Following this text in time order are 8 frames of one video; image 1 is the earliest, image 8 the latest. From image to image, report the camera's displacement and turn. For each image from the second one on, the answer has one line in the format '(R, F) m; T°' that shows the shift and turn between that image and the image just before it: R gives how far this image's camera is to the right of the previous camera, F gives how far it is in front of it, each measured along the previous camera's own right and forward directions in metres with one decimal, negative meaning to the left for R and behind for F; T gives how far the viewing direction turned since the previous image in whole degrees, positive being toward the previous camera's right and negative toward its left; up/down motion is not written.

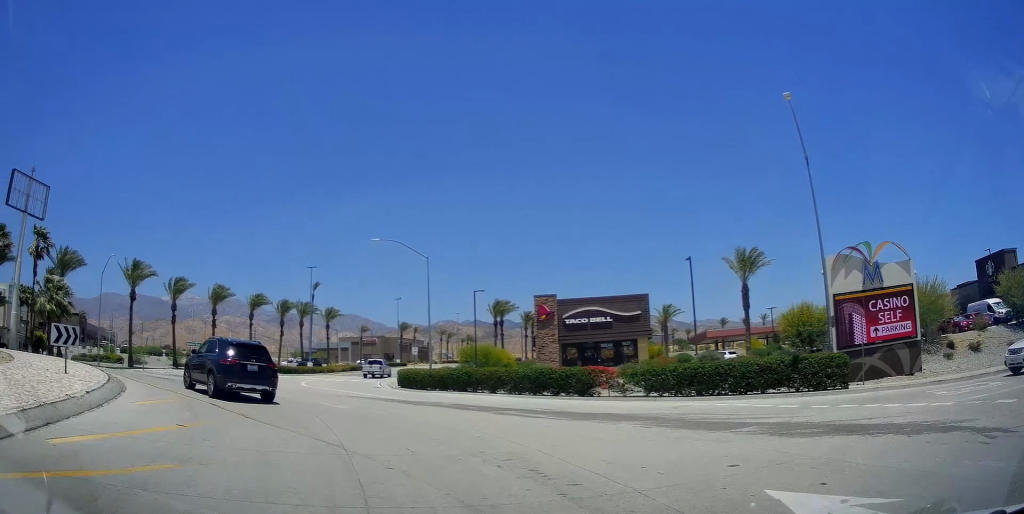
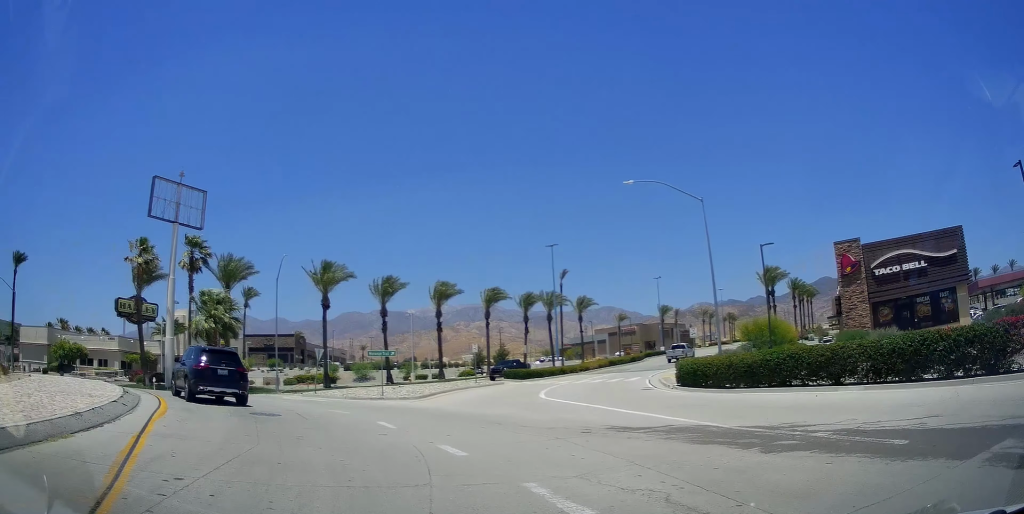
(-2.8, +12.2) m; -28°
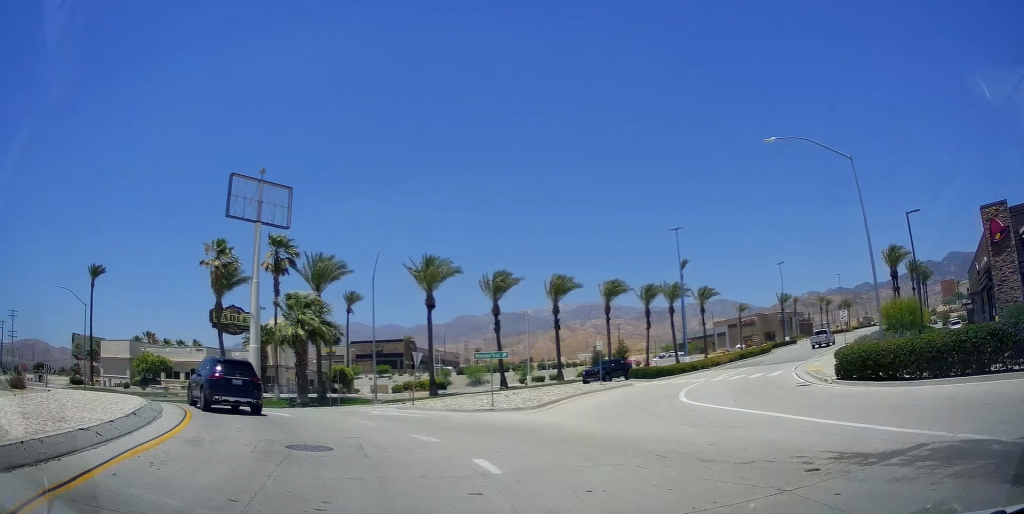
(-0.7, +5.1) m; -10°
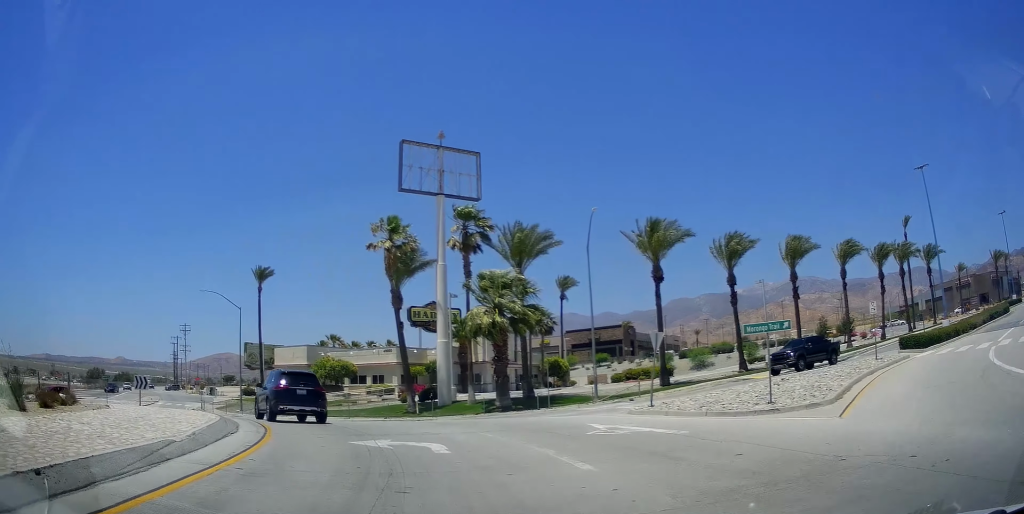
(-1.3, +9.0) m; -16°
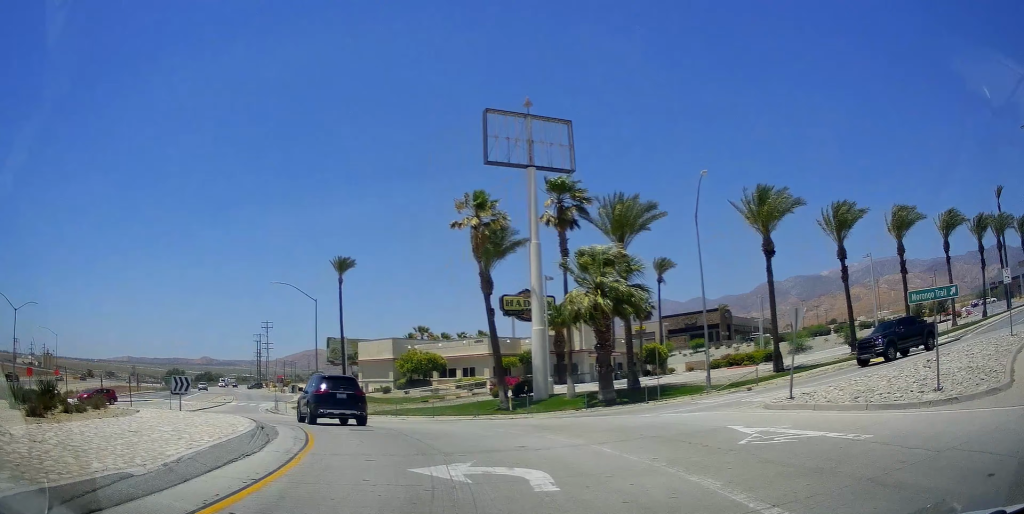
(-0.3, +4.1) m; -7°
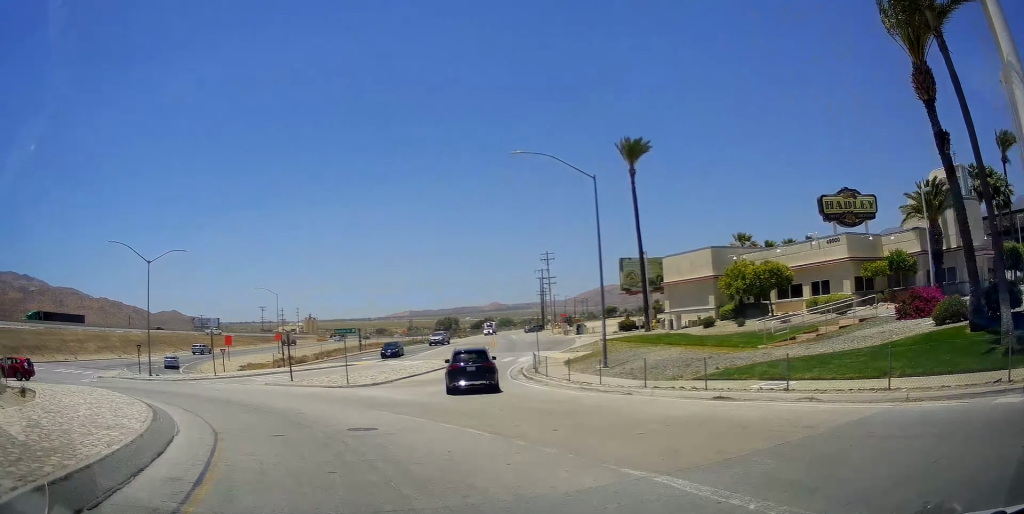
(-6.5, +19.1) m; -33°
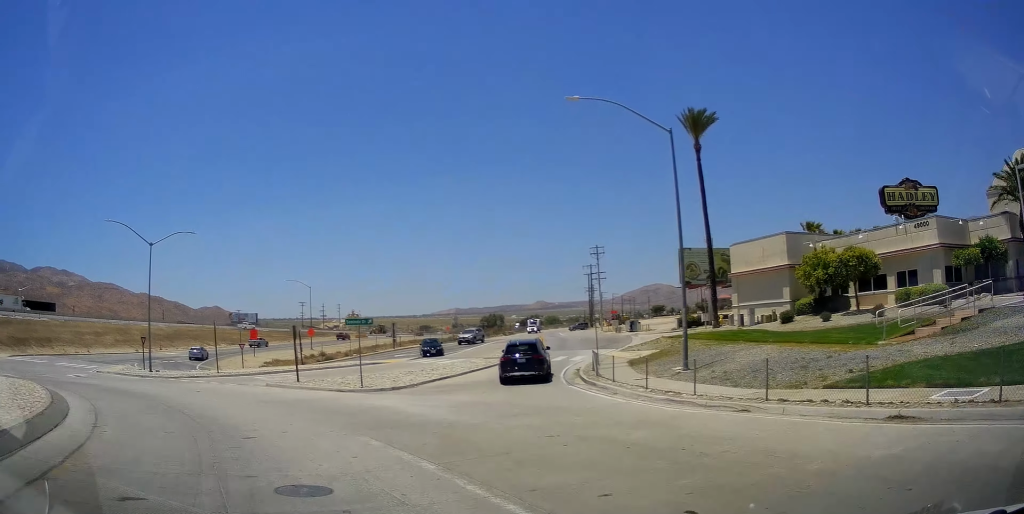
(-0.3, +6.1) m; -5°
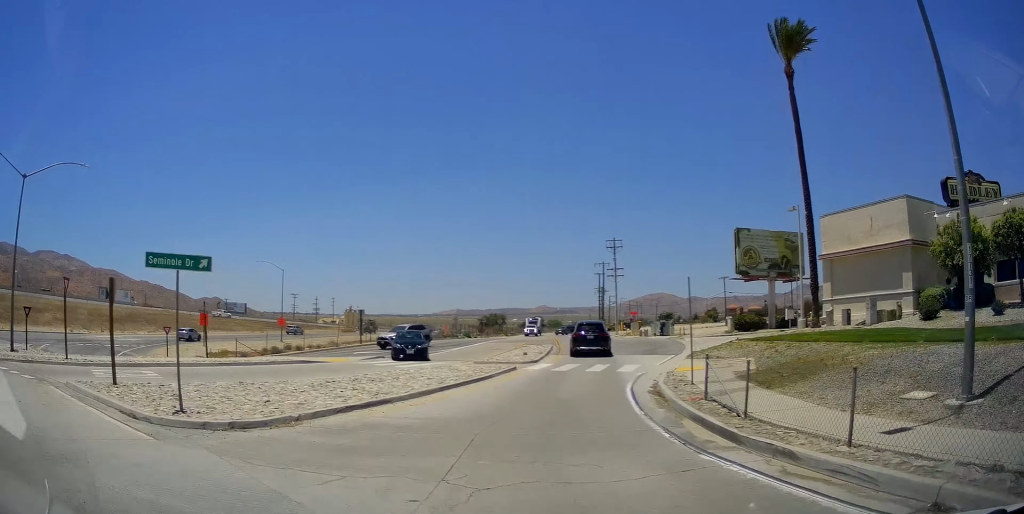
(-1.3, +14.5) m; -8°
